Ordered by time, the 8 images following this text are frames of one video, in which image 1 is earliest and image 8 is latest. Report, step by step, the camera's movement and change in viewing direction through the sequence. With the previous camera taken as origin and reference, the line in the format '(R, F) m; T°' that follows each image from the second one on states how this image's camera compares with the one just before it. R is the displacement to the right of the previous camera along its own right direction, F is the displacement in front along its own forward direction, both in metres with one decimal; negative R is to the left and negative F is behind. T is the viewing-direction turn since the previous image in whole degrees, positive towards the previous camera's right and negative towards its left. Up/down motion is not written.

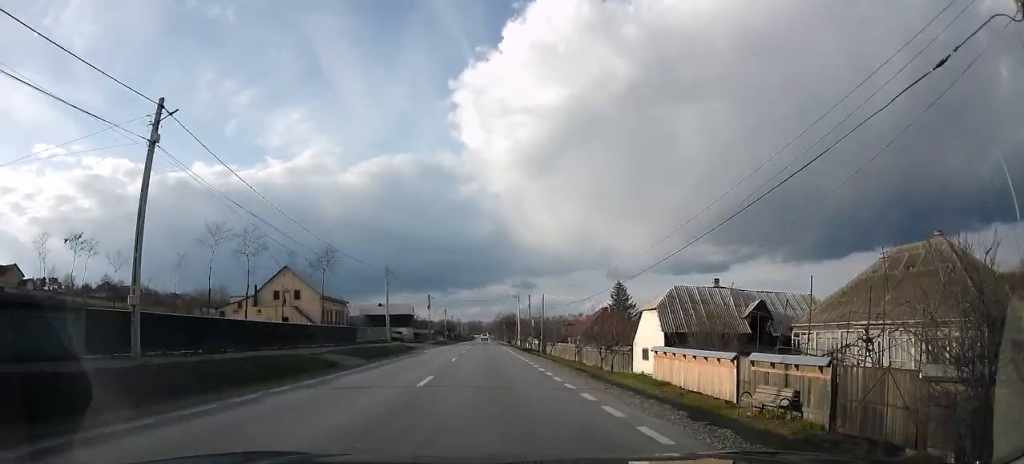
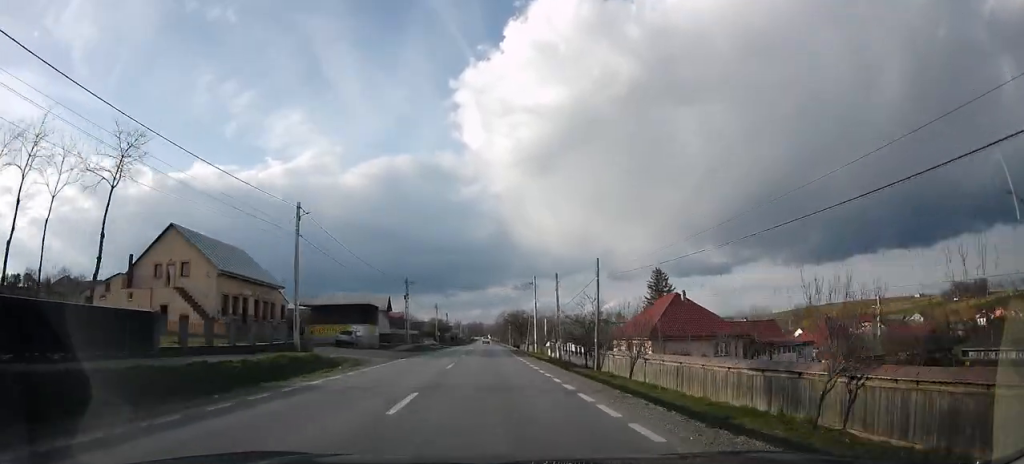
(0.0, +27.9) m; -1°
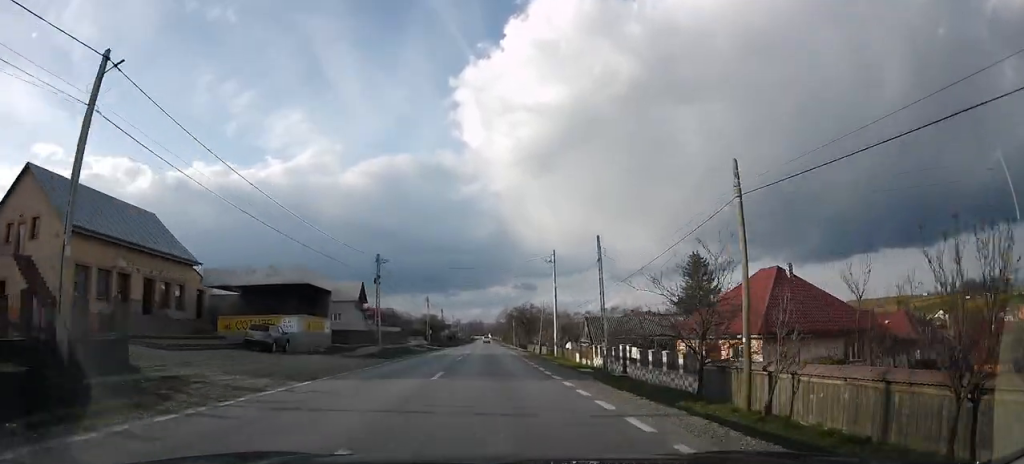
(+0.1, +17.7) m; -2°
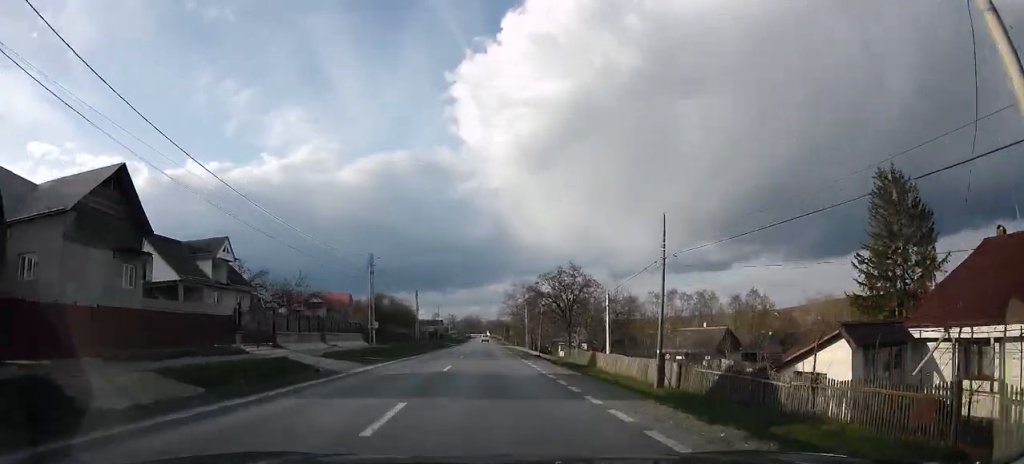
(0.0, +44.1) m; +2°
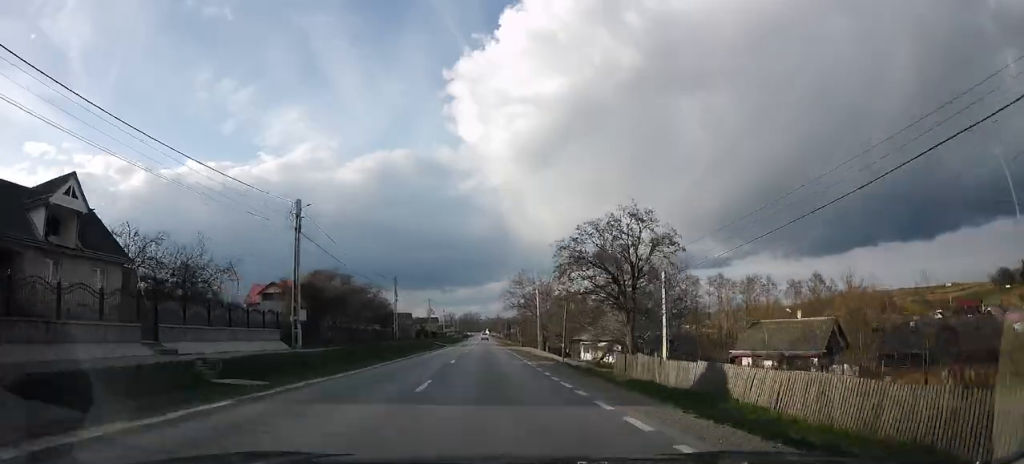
(+0.1, +19.4) m; +7°
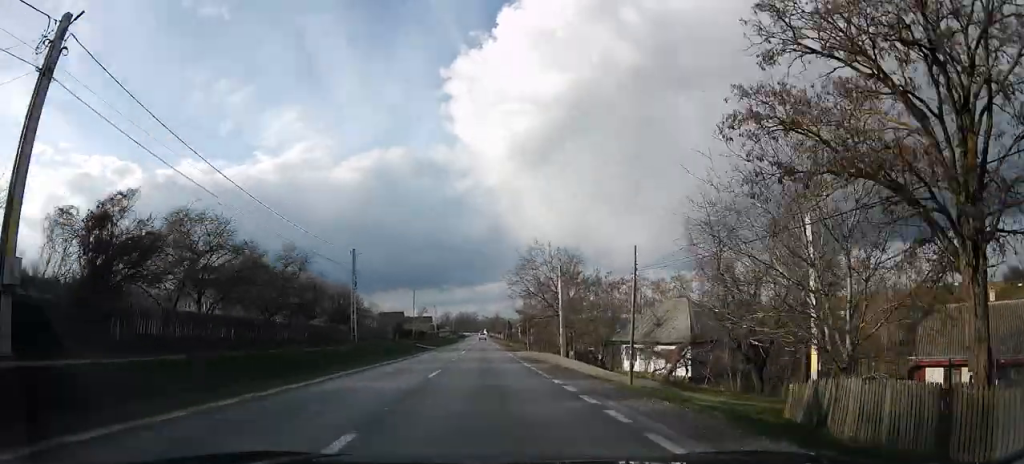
(+2.2, +19.7) m; -3°
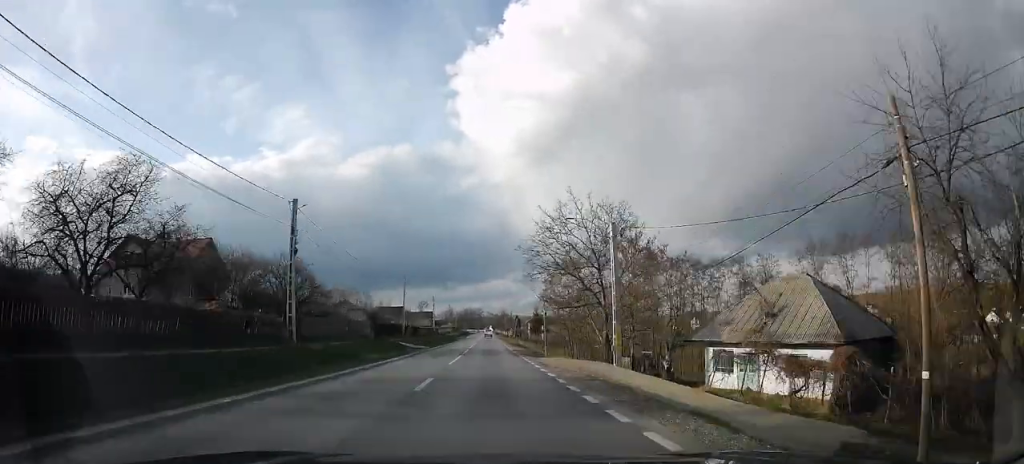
(-0.4, +15.5) m; -7°
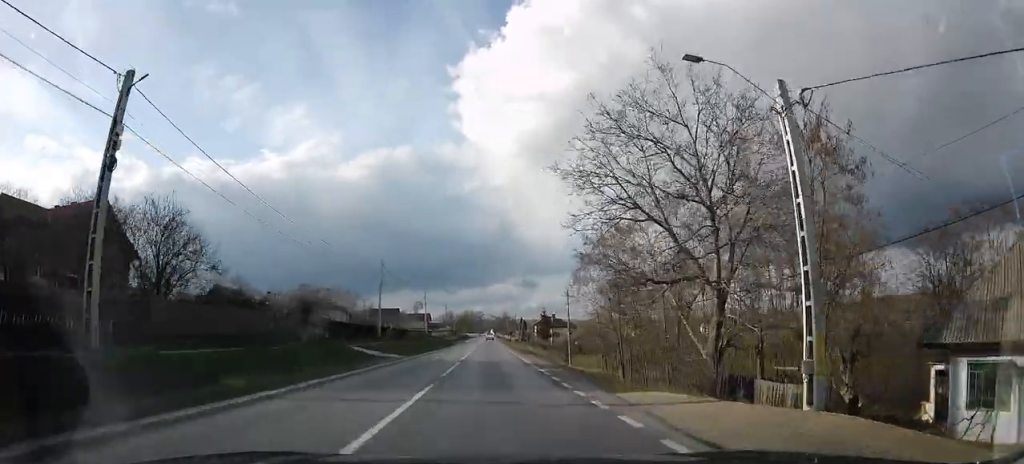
(-4.2, +16.8) m; -7°
